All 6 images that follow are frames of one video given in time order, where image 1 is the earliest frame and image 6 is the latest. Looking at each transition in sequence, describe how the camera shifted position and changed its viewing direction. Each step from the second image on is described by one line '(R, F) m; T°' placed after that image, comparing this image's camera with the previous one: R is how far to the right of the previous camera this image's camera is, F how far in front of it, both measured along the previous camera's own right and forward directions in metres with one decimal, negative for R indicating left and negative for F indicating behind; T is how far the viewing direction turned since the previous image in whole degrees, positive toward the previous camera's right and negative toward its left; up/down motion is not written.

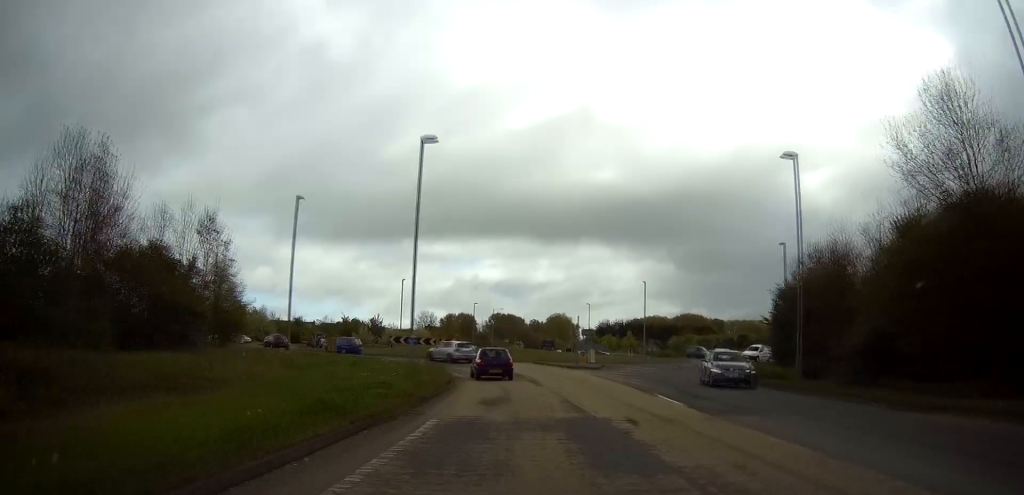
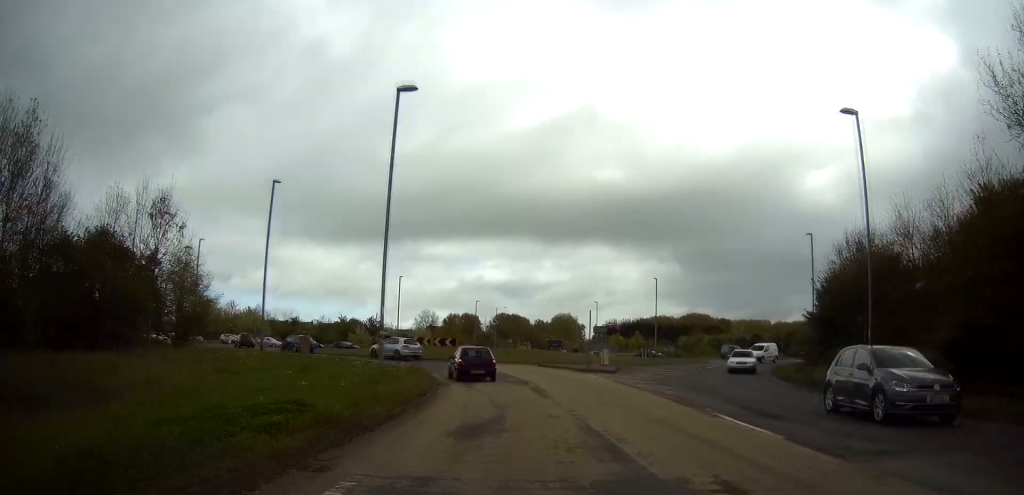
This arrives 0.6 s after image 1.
(-0.1, +6.2) m; 0°
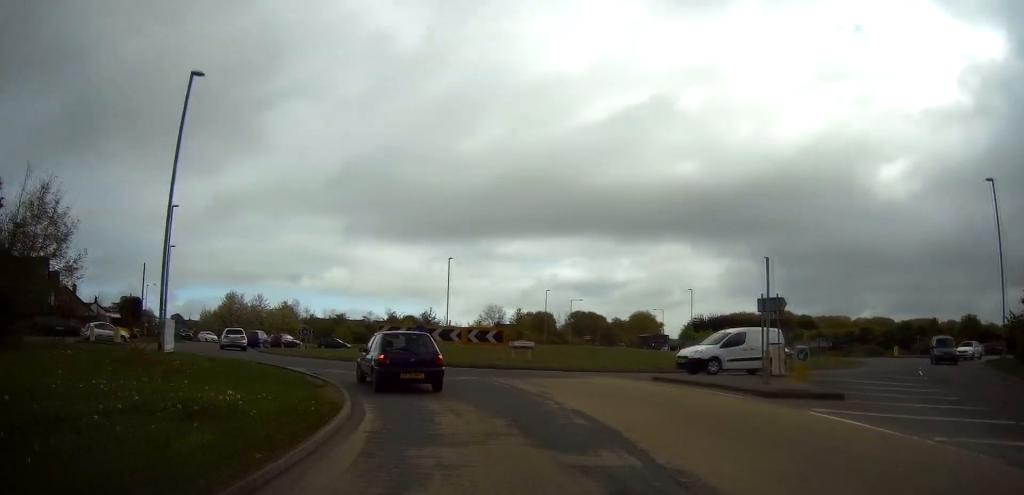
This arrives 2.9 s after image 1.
(-0.5, +21.3) m; -4°
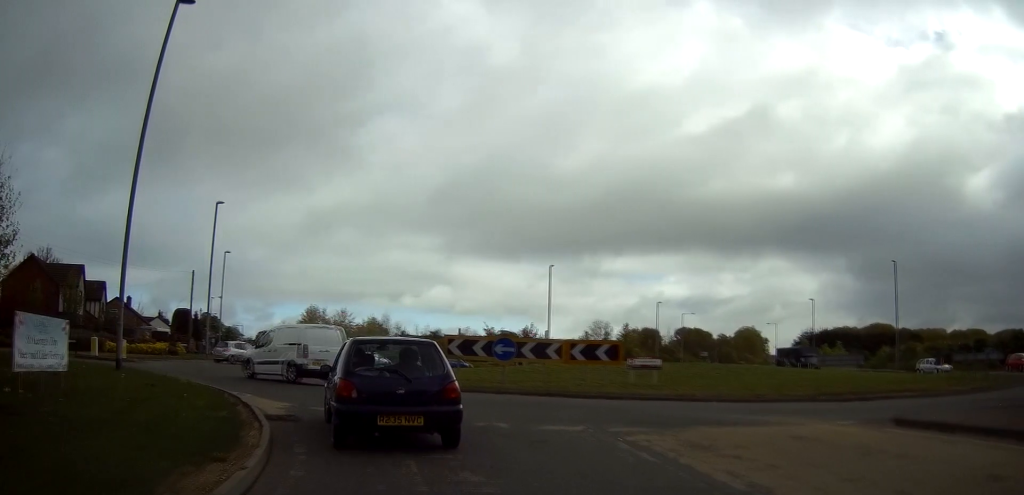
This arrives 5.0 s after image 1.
(-0.9, +9.9) m; -10°
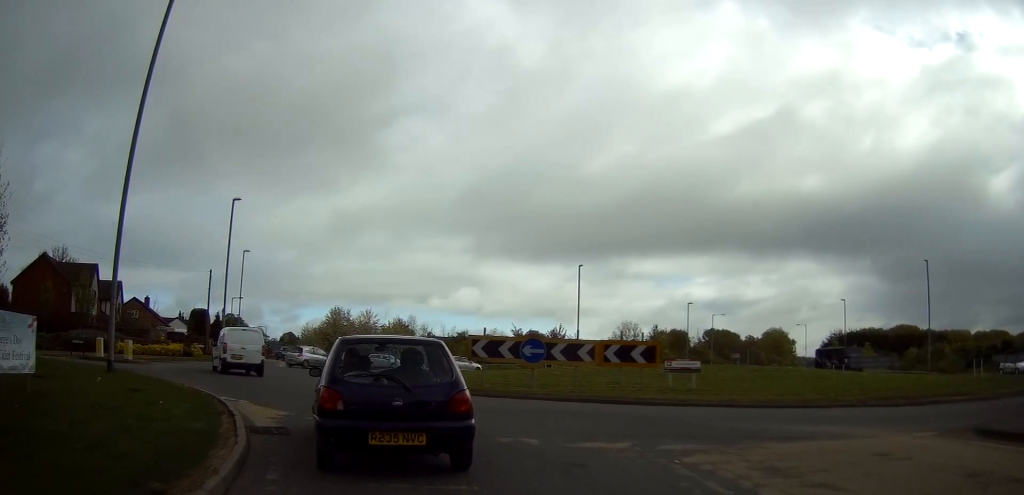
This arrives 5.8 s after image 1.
(+0.1, +1.6) m; 0°
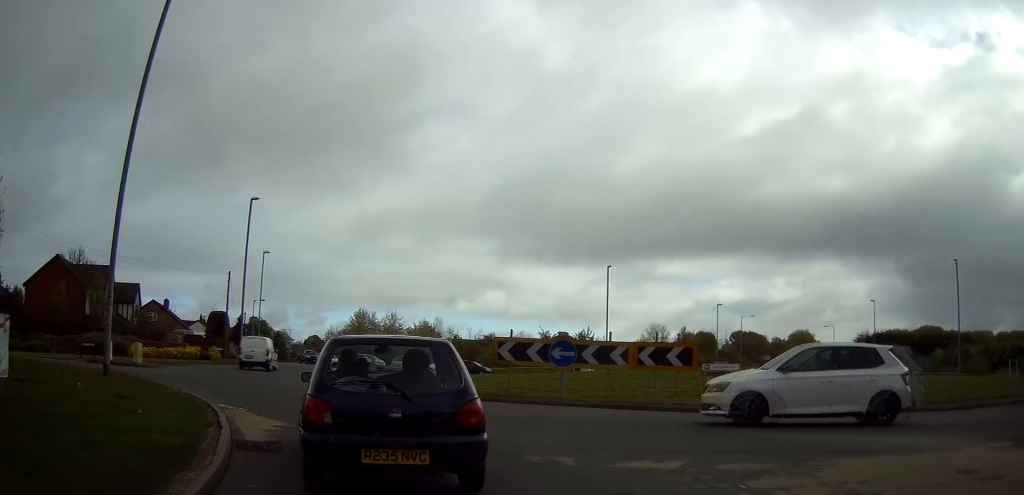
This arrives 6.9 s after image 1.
(-0.1, +1.1) m; 0°
